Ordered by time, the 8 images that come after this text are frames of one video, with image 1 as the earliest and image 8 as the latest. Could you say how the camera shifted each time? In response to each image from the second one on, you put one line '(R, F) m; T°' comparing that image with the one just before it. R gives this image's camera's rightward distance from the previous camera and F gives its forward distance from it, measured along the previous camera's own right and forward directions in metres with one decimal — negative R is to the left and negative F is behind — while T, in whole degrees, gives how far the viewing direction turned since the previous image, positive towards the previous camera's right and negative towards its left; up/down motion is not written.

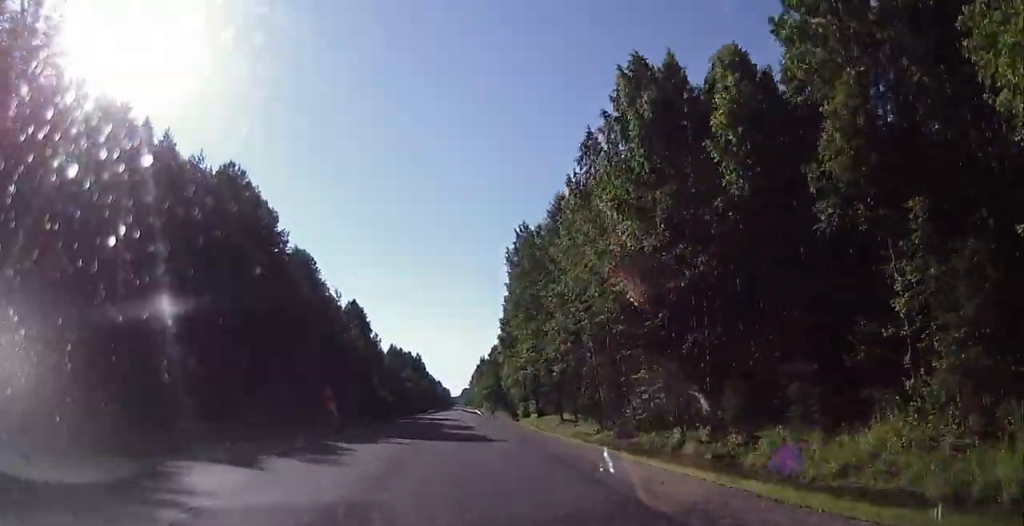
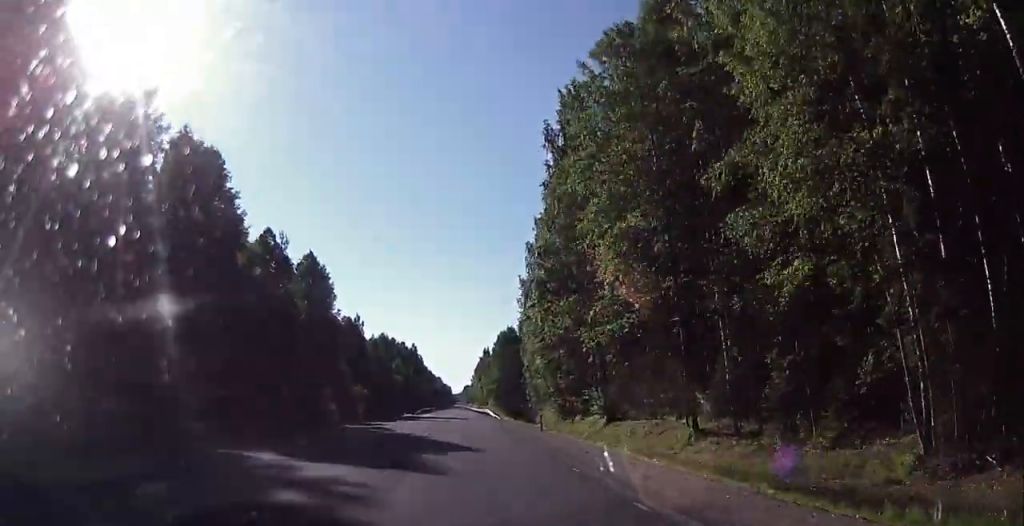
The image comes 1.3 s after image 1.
(+0.6, +37.7) m; 0°
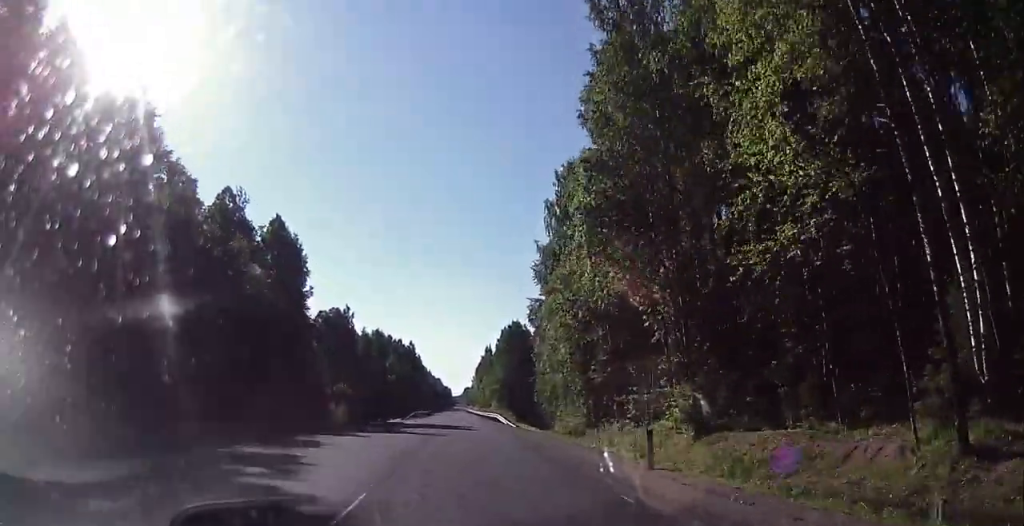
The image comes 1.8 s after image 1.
(-0.3, +17.0) m; 0°
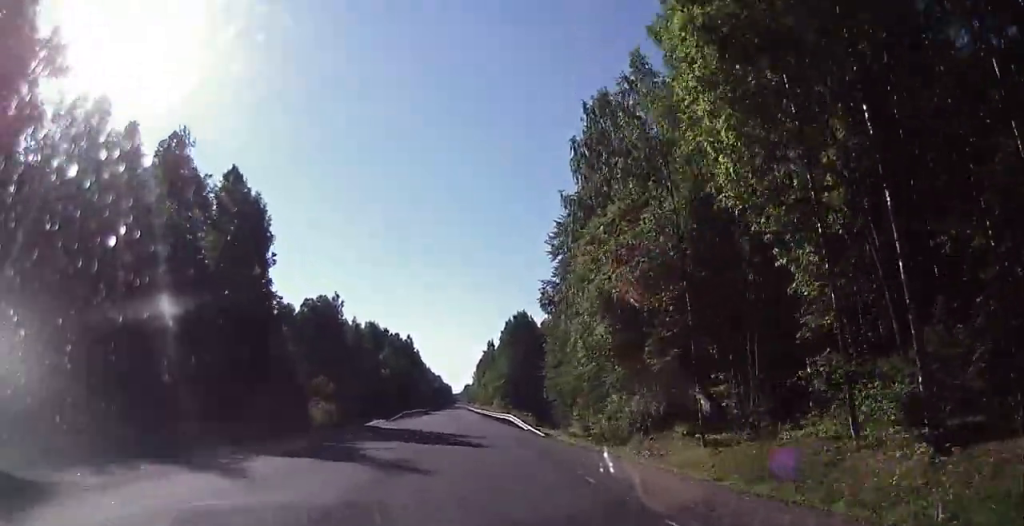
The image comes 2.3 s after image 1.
(-0.4, +15.1) m; 0°
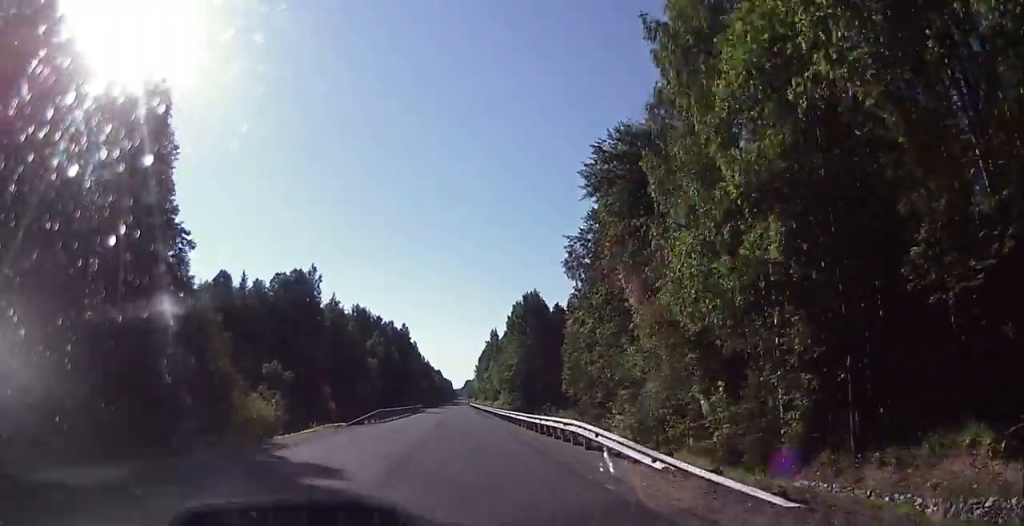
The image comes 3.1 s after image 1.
(+0.3, +23.1) m; +1°
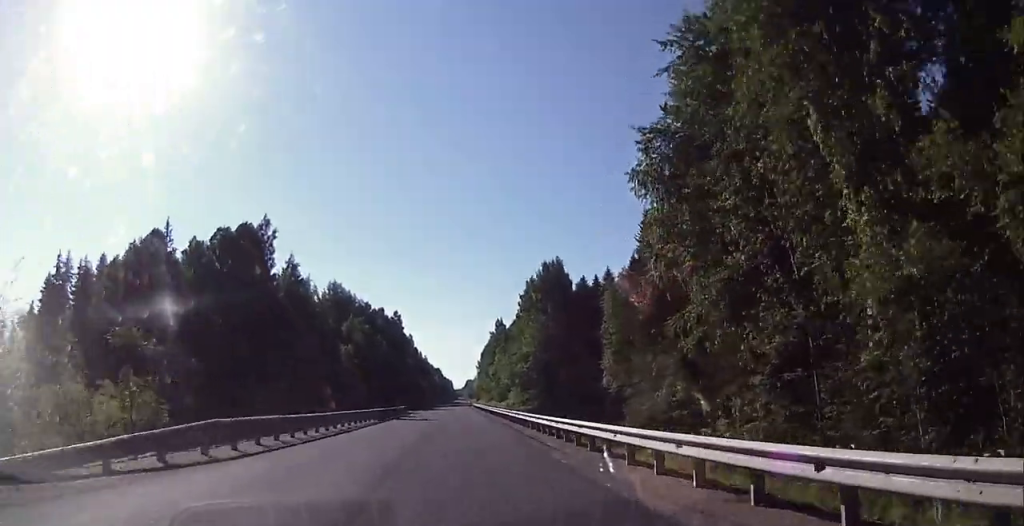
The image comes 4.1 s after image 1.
(+0.1, +30.1) m; +1°
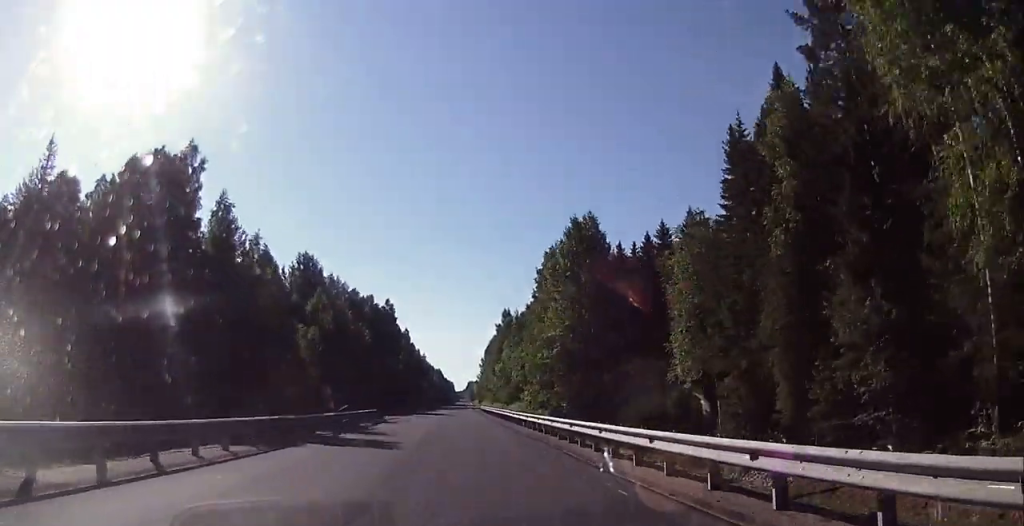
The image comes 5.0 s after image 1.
(+0.5, +26.3) m; +1°
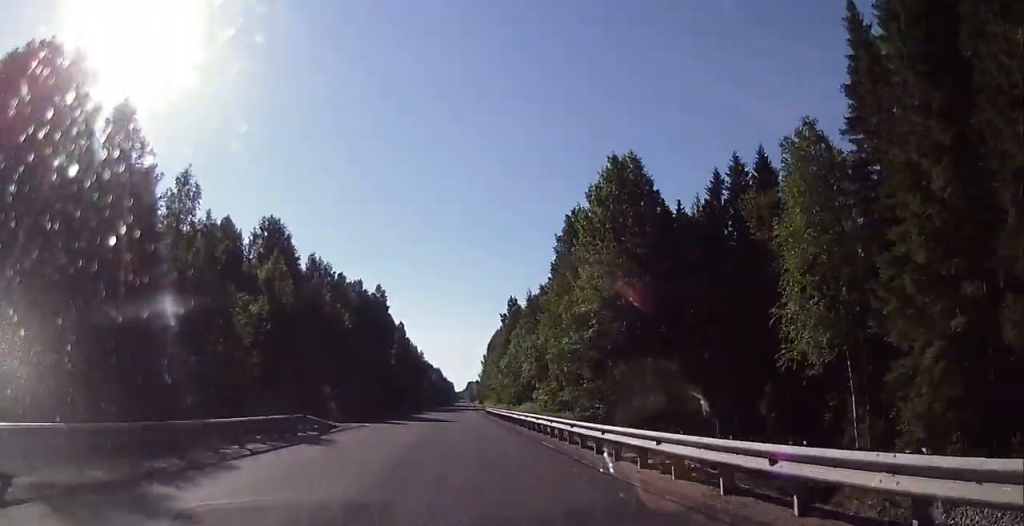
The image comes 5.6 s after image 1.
(+0.2, +20.5) m; 0°
